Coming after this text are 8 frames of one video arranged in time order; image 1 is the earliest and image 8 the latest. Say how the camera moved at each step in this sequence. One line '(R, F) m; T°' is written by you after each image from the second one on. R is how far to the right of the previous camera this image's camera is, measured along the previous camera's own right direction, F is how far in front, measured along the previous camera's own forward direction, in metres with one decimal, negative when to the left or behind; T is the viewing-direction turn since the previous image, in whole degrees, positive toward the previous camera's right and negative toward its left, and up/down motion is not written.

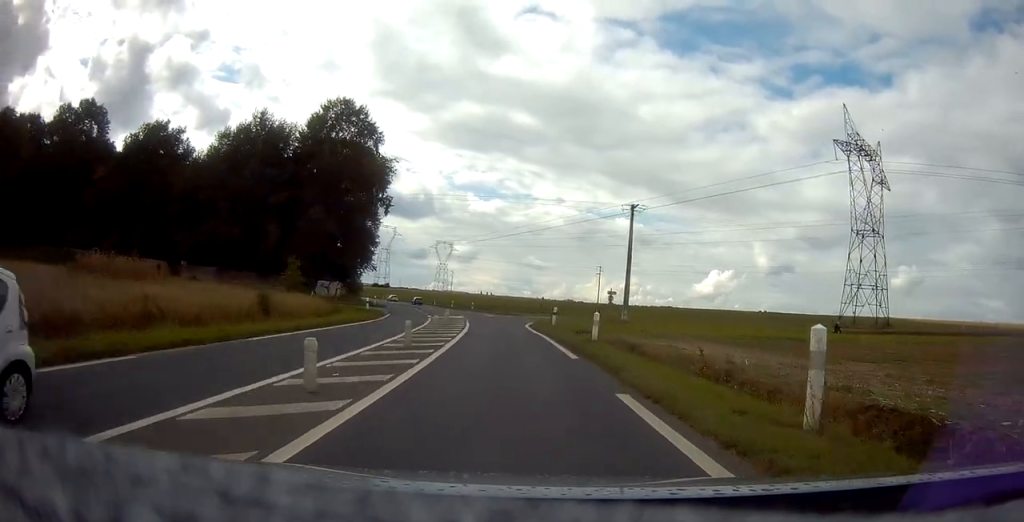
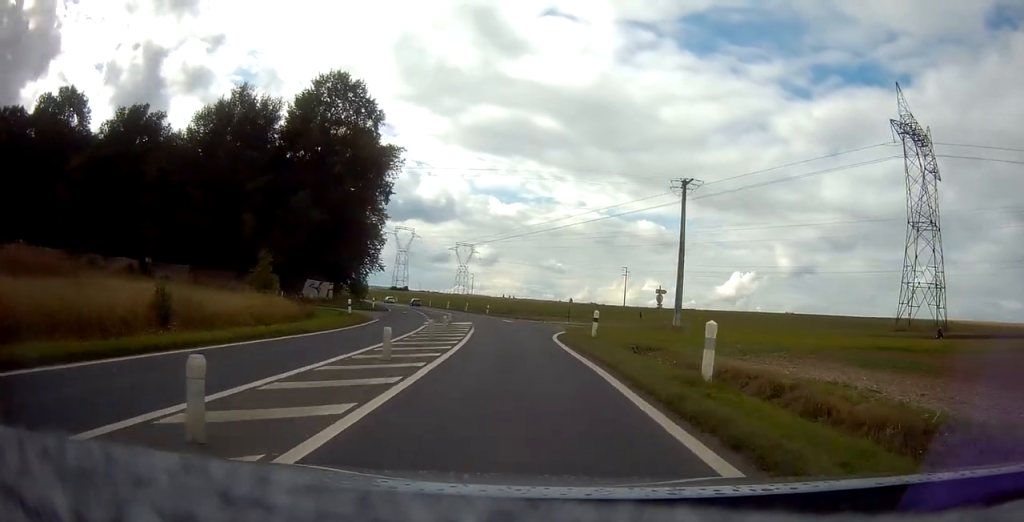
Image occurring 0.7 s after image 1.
(-0.5, +11.4) m; -3°
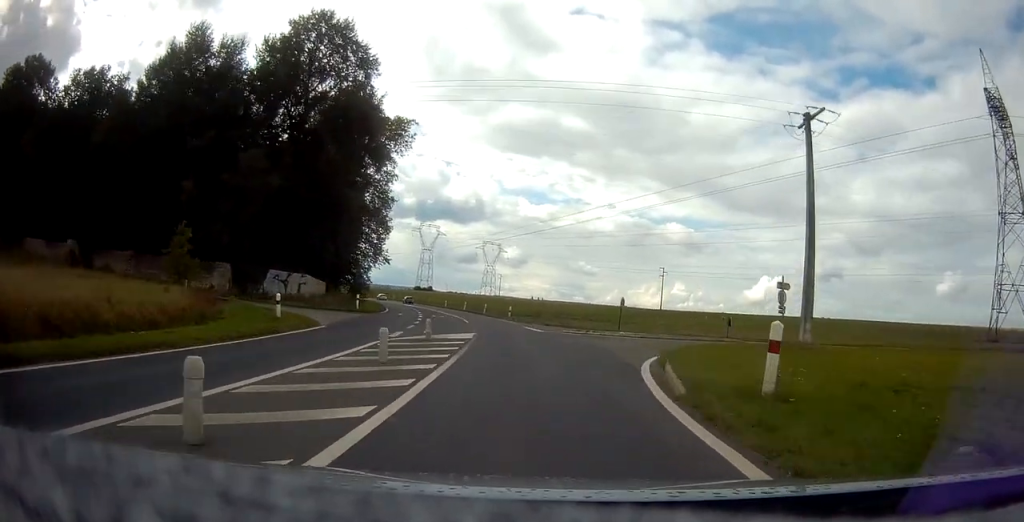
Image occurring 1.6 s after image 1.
(-0.1, +15.7) m; -1°
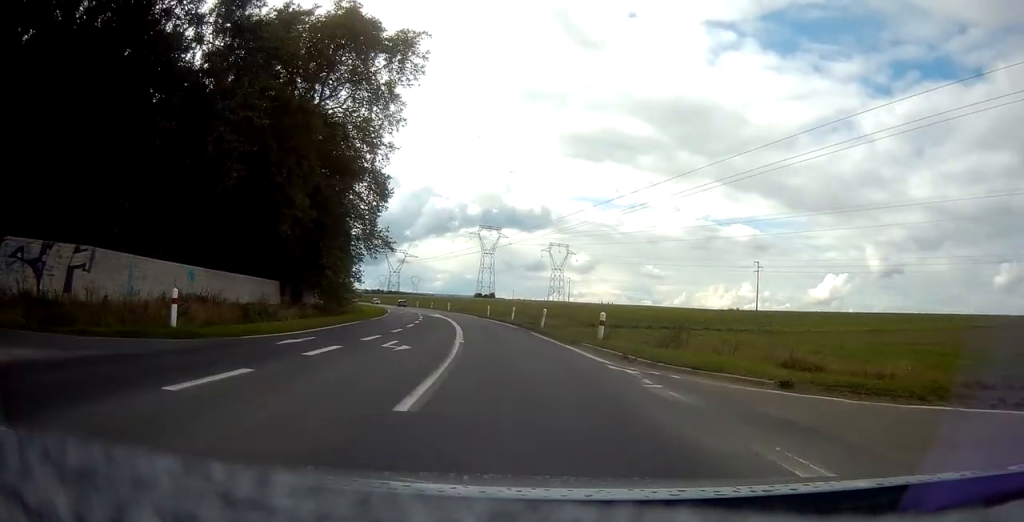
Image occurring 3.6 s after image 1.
(-2.2, +33.8) m; -8°
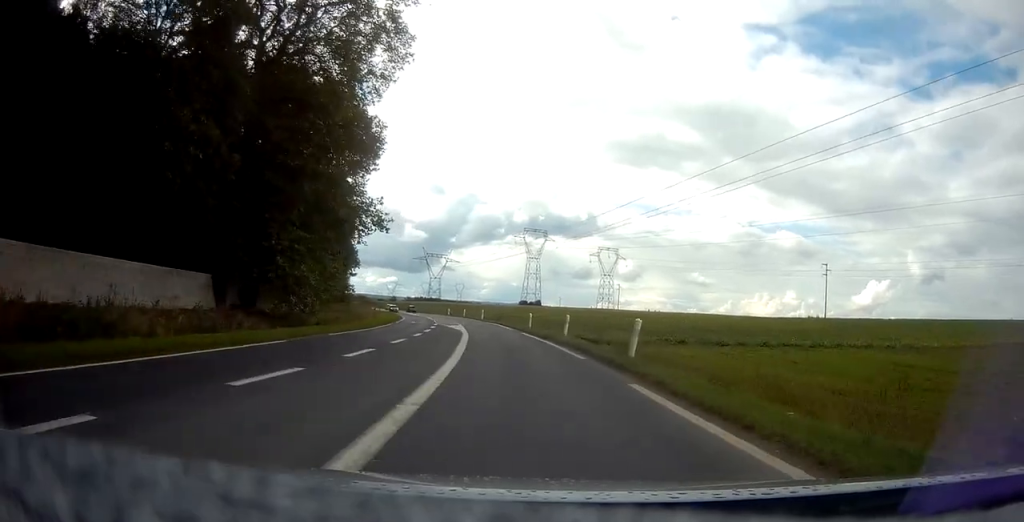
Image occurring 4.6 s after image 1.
(-0.2, +18.2) m; -4°
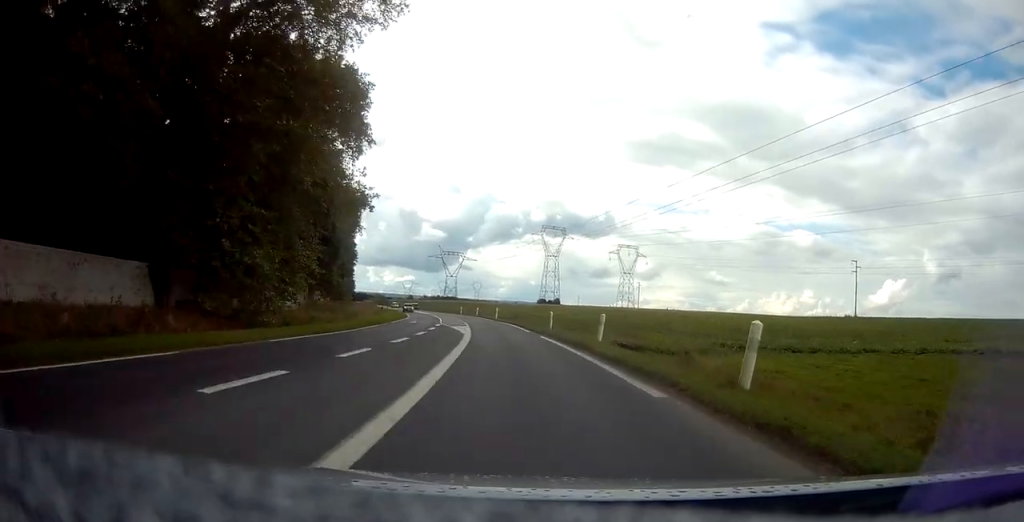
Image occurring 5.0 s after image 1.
(-0.3, +8.2) m; -2°
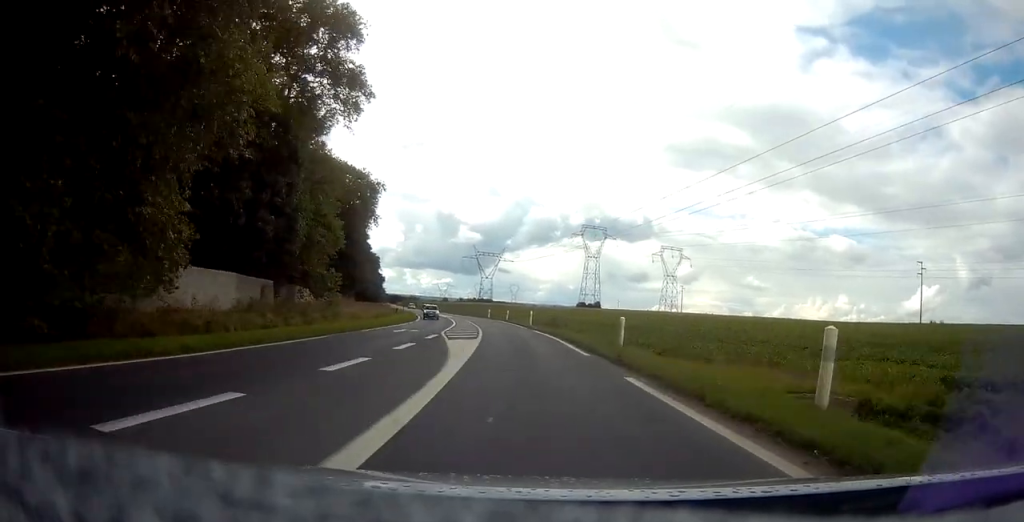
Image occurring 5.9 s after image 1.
(-0.8, +16.6) m; -4°
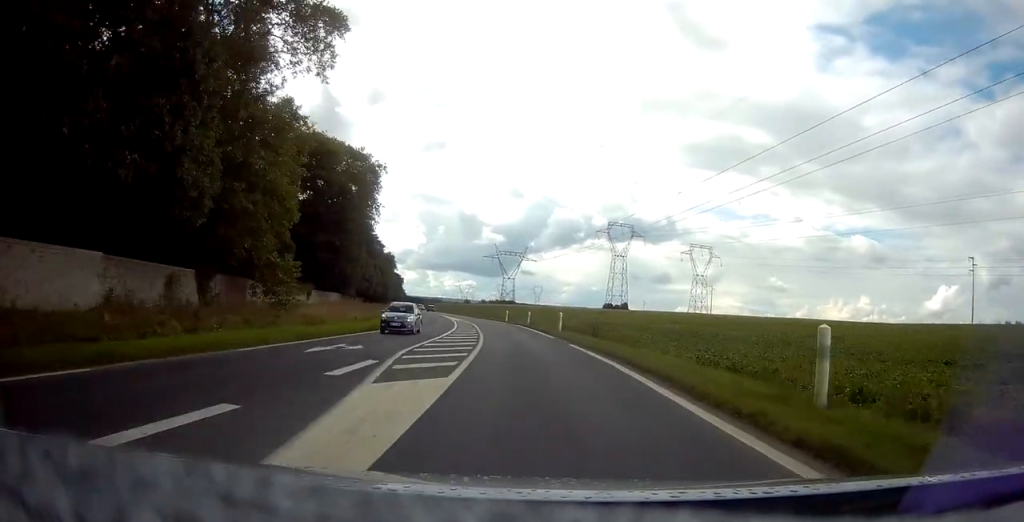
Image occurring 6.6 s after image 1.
(-0.2, +14.4) m; -3°
